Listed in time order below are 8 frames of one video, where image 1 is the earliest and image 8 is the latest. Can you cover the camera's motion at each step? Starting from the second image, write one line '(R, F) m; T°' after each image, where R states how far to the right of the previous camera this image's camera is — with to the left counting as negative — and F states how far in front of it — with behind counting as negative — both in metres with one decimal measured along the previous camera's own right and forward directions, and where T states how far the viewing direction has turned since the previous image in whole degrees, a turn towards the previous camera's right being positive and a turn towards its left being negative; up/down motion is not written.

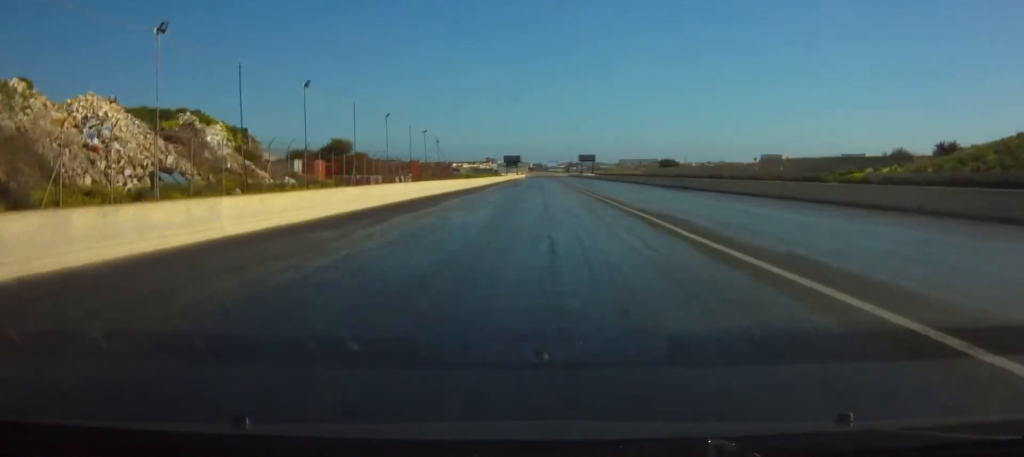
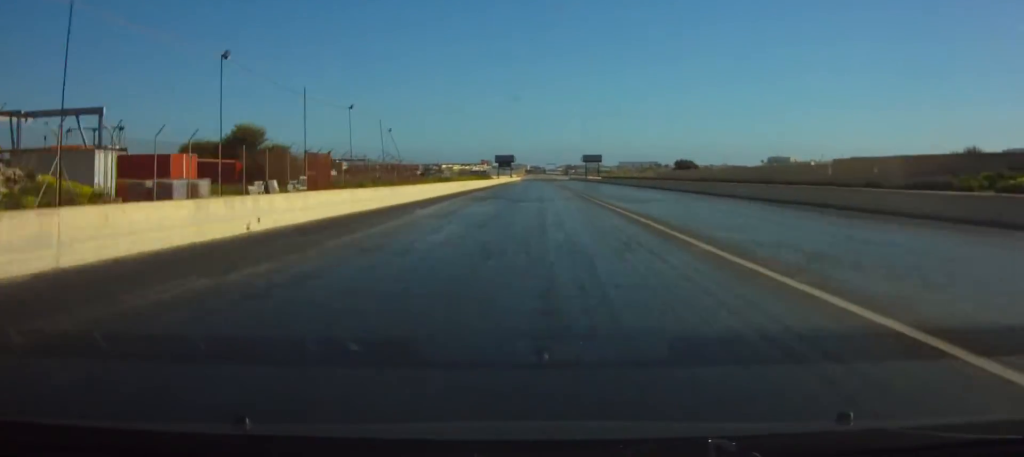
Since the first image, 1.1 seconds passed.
(+0.1, +36.0) m; 0°
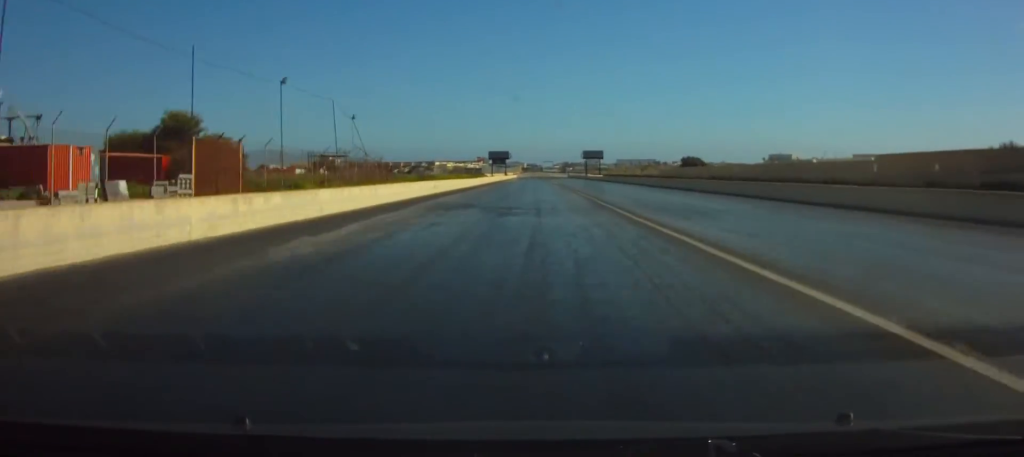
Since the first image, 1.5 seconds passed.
(0.0, +15.0) m; 0°
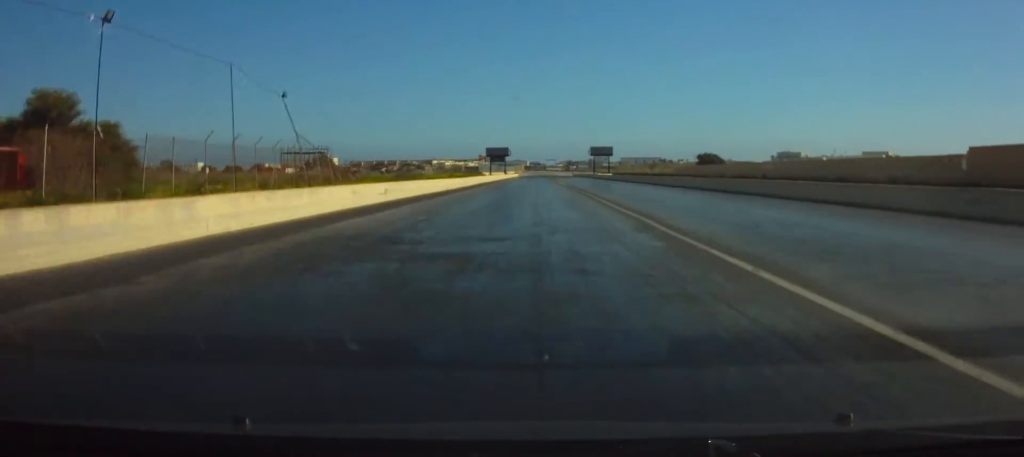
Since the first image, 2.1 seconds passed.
(0.0, +19.0) m; 0°
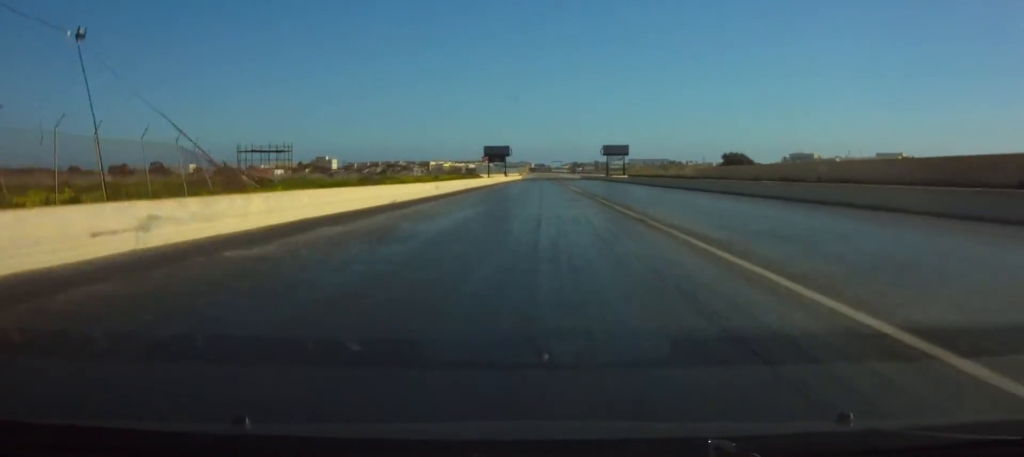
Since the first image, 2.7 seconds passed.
(0.0, +23.3) m; 0°
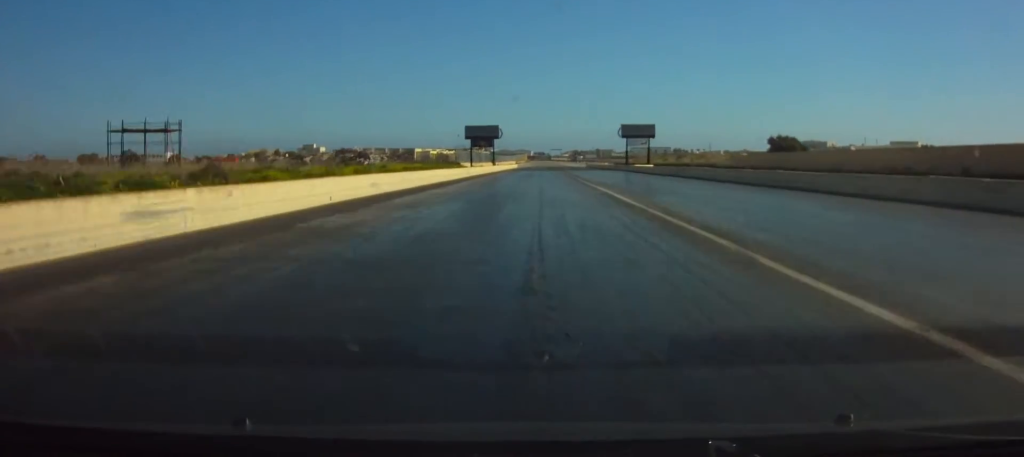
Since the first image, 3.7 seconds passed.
(-0.1, +38.3) m; 0°
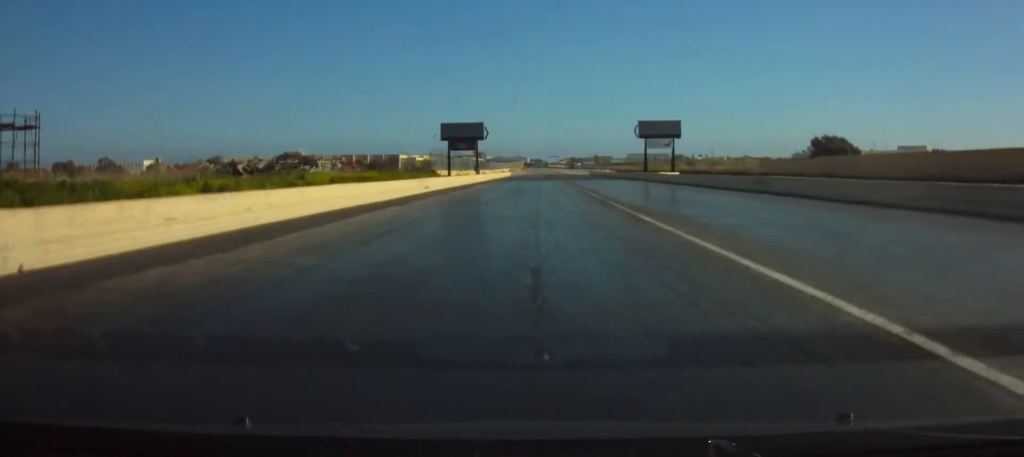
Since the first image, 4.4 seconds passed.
(0.0, +26.3) m; 0°
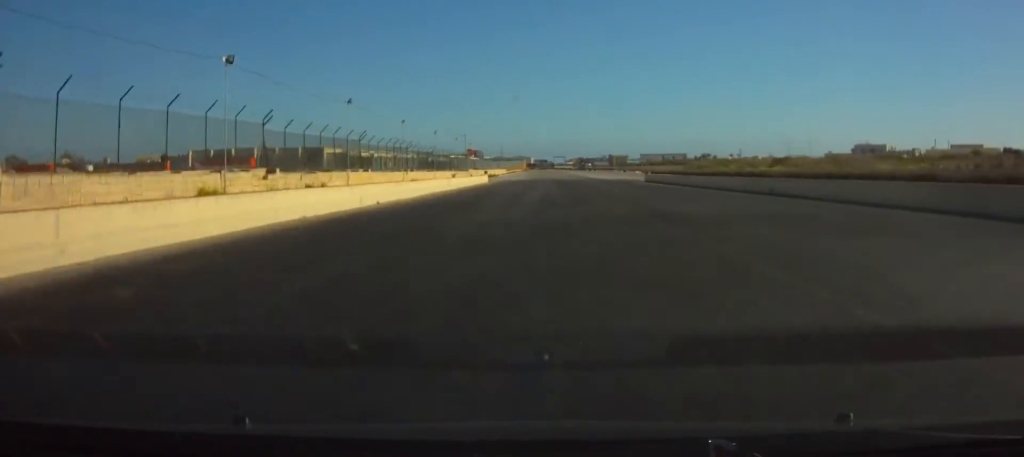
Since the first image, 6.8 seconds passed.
(0.0, +101.3) m; 0°
